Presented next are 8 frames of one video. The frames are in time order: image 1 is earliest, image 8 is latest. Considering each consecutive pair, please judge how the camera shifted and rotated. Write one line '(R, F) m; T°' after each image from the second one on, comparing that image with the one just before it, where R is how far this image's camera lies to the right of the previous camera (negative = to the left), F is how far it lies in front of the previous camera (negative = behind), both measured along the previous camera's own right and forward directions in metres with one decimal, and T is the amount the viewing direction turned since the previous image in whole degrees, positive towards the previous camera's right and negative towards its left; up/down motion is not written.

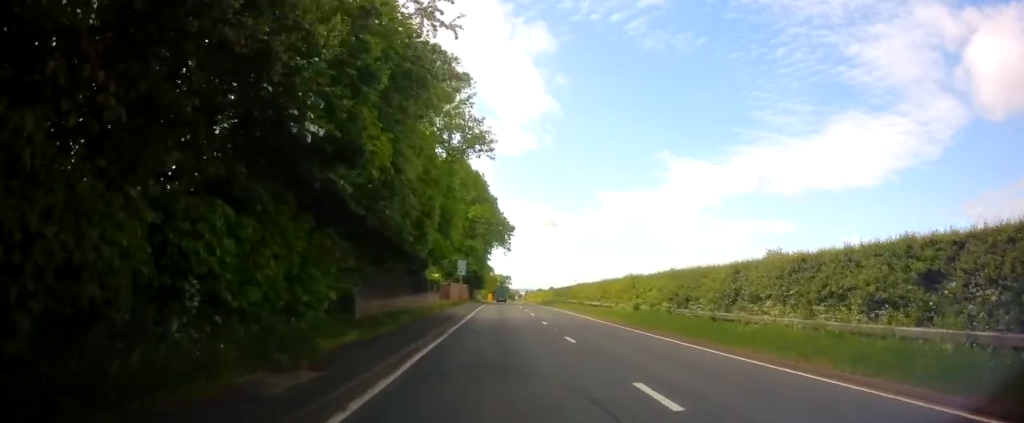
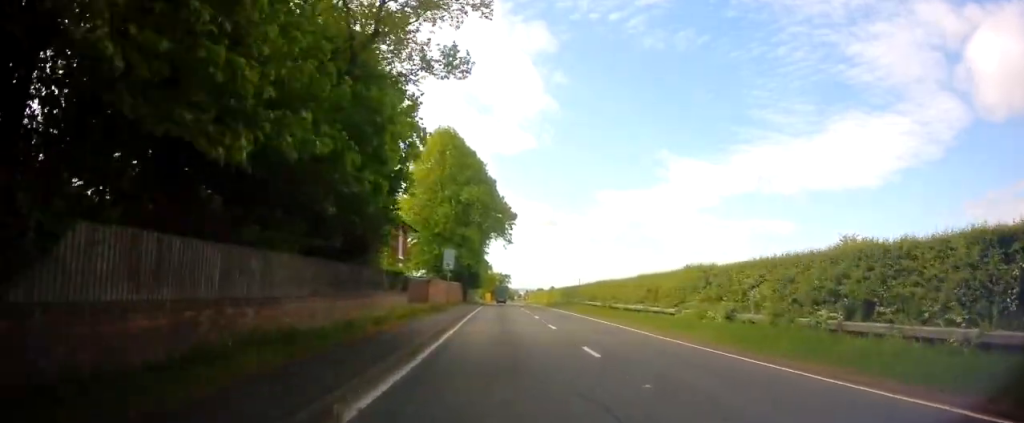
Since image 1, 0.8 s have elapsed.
(-0.2, +11.8) m; 0°
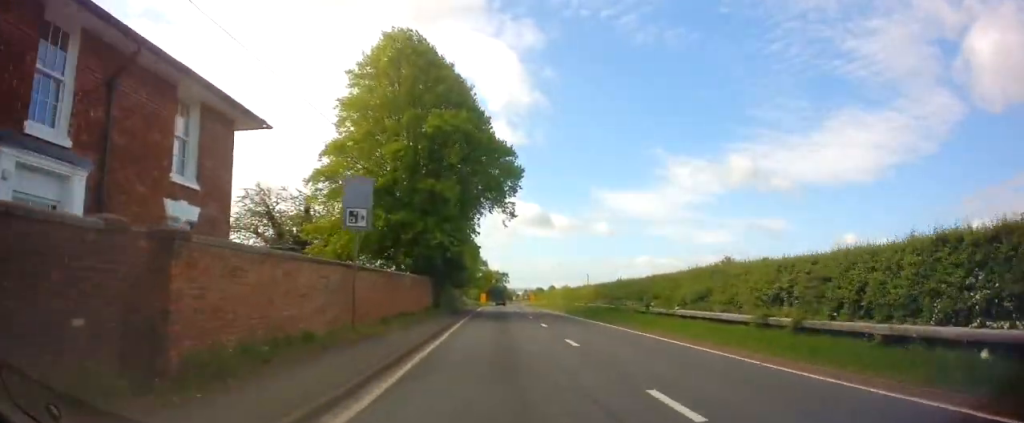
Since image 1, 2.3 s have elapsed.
(+0.1, +23.3) m; +1°
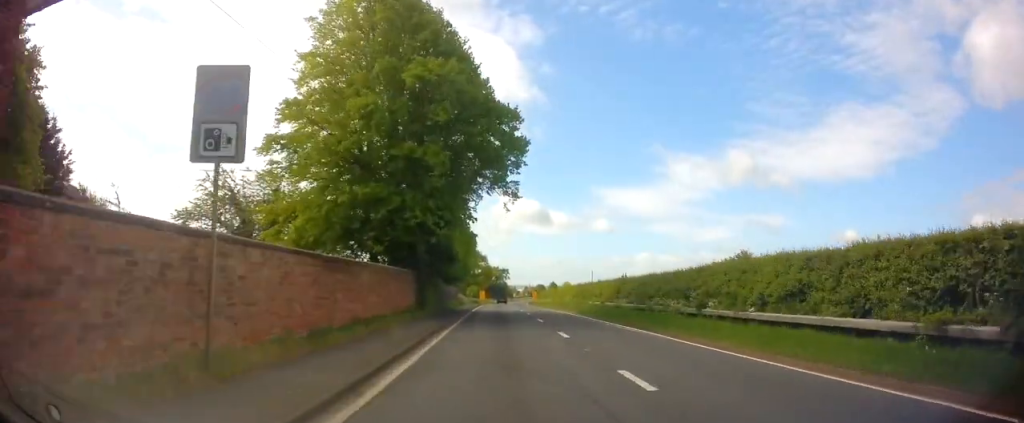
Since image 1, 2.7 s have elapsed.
(+0.1, +7.0) m; +1°
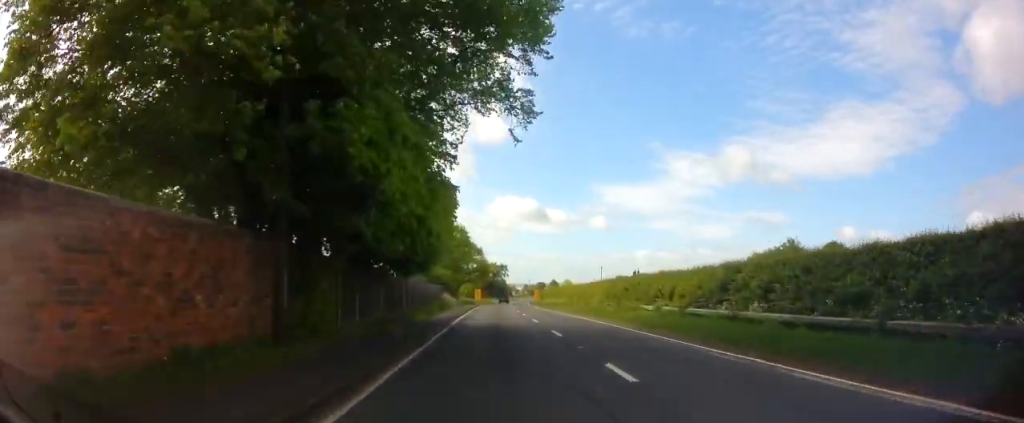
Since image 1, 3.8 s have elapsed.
(+0.2, +16.6) m; 0°
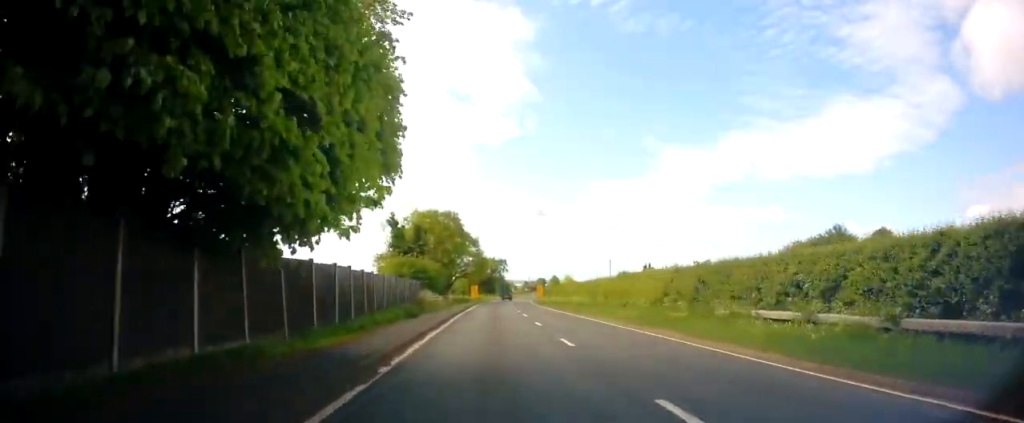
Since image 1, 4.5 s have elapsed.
(-0.1, +12.3) m; 0°
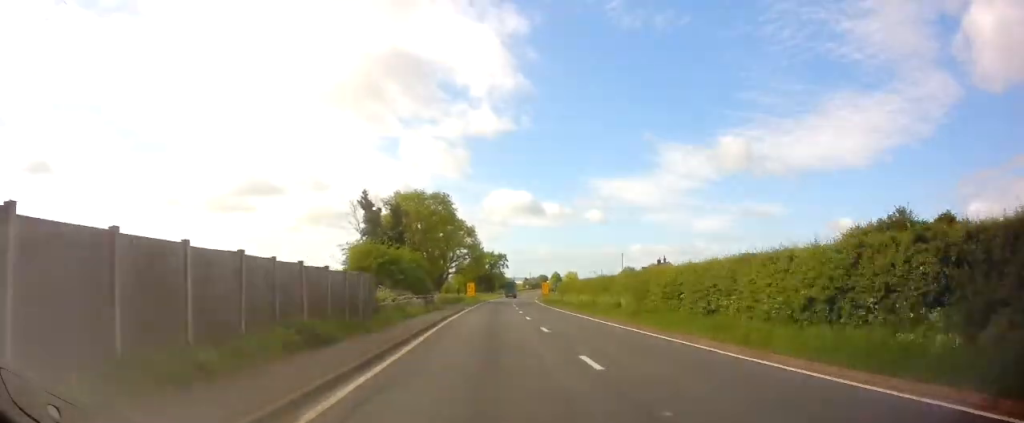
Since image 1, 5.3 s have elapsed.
(-0.2, +12.7) m; 0°
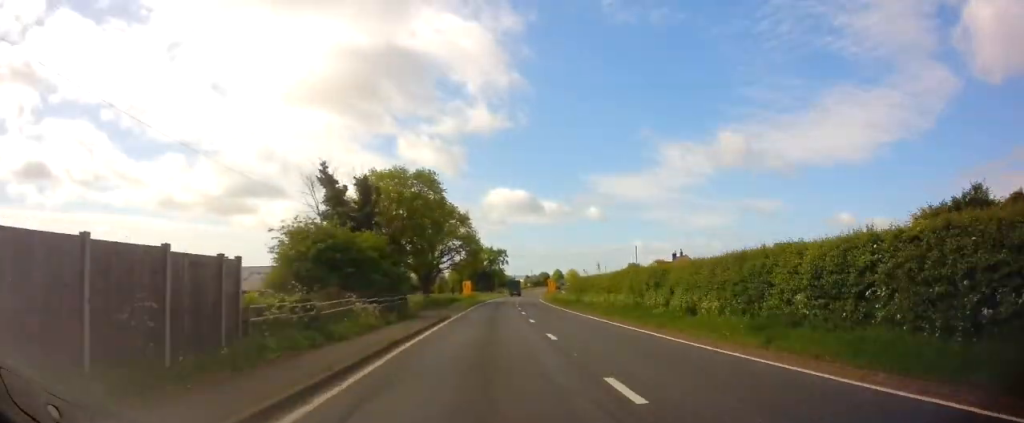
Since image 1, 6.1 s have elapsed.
(+0.2, +11.5) m; +1°
